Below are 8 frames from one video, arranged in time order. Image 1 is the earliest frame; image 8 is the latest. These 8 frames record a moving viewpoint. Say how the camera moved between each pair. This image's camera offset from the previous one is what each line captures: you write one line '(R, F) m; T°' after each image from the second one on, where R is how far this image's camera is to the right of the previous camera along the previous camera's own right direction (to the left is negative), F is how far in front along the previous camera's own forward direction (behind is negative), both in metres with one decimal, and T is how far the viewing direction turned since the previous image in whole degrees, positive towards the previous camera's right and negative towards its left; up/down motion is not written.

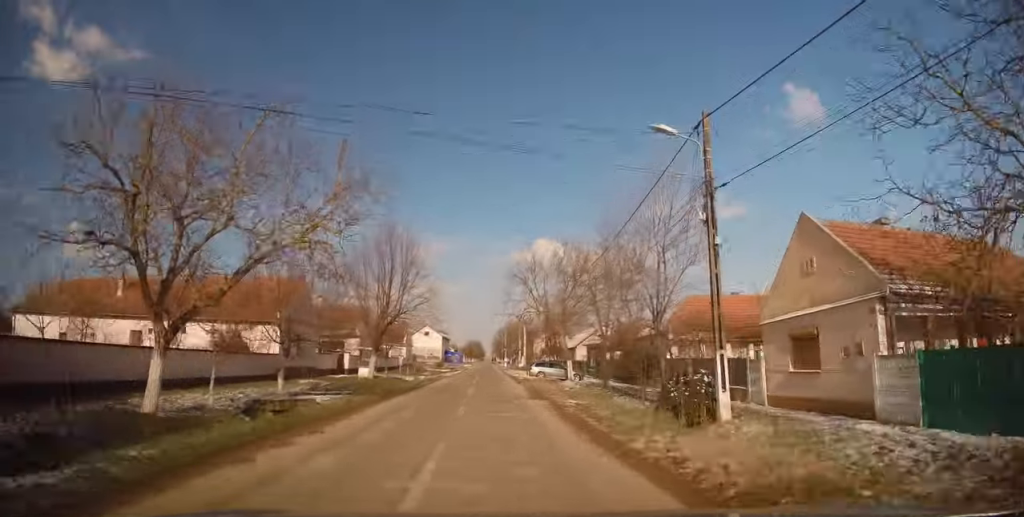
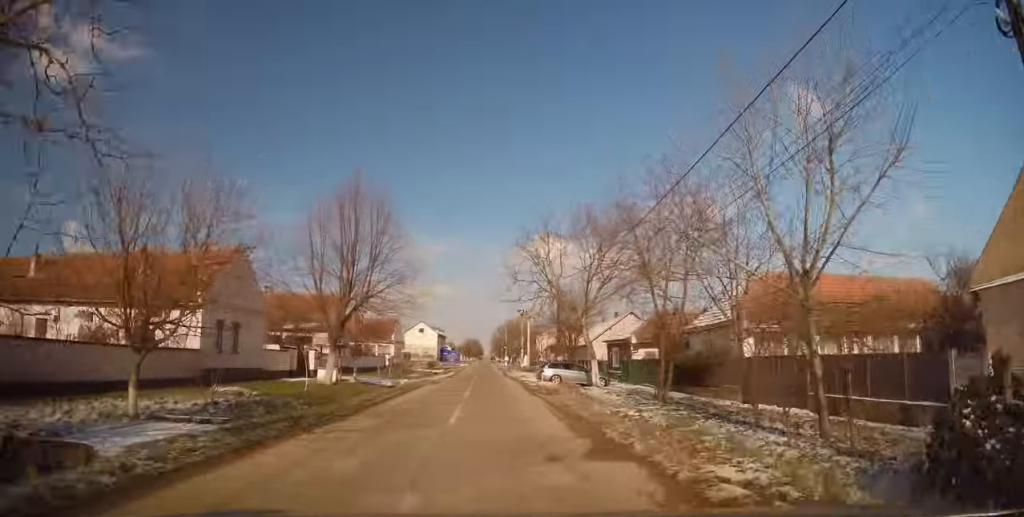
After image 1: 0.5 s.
(0.0, +10.0) m; 0°
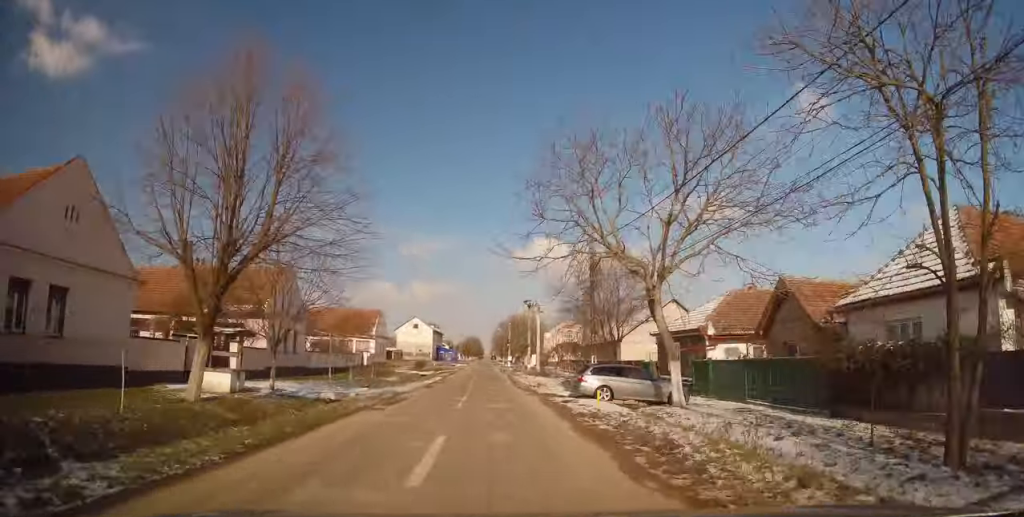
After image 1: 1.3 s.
(0.0, +13.4) m; 0°
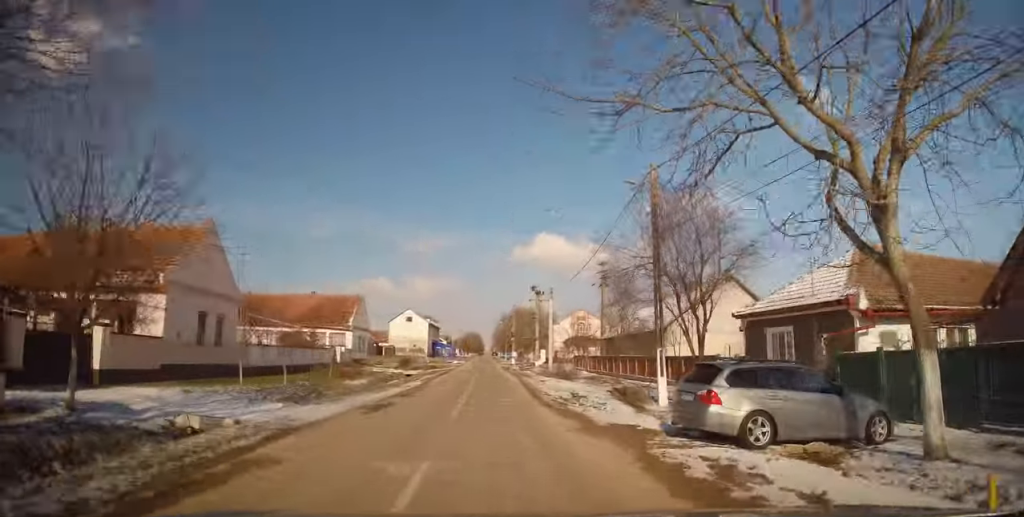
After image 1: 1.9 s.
(0.0, +11.3) m; 0°
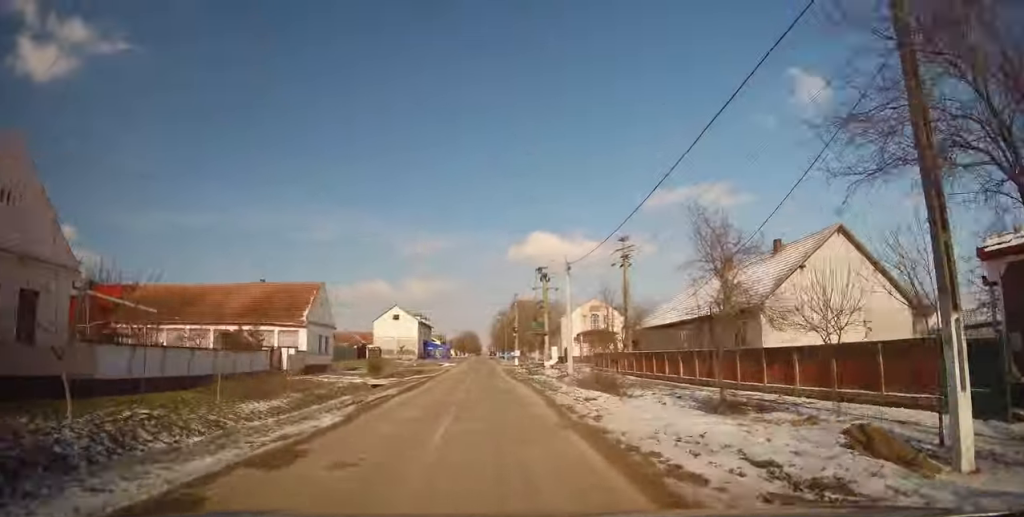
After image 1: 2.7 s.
(0.0, +12.8) m; 0°
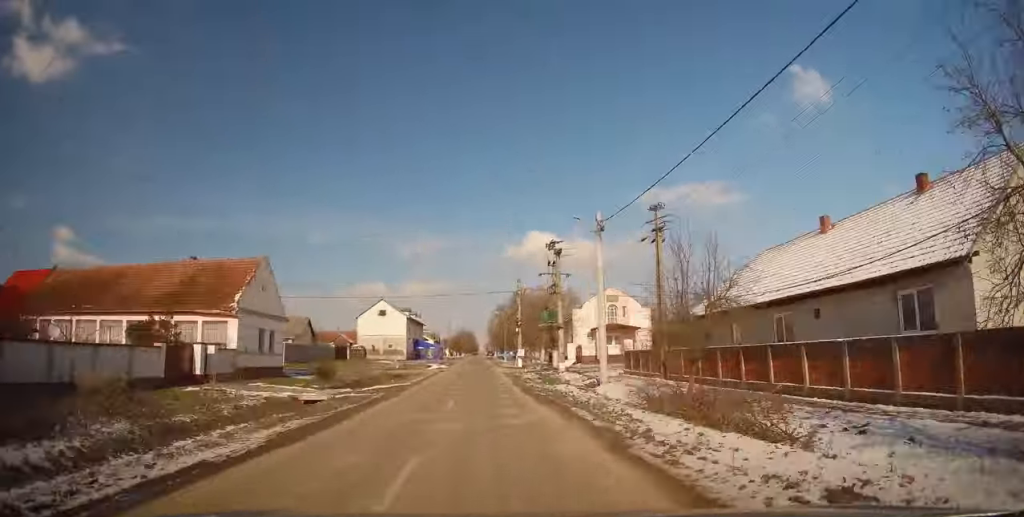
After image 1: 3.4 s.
(0.0, +11.1) m; +1°
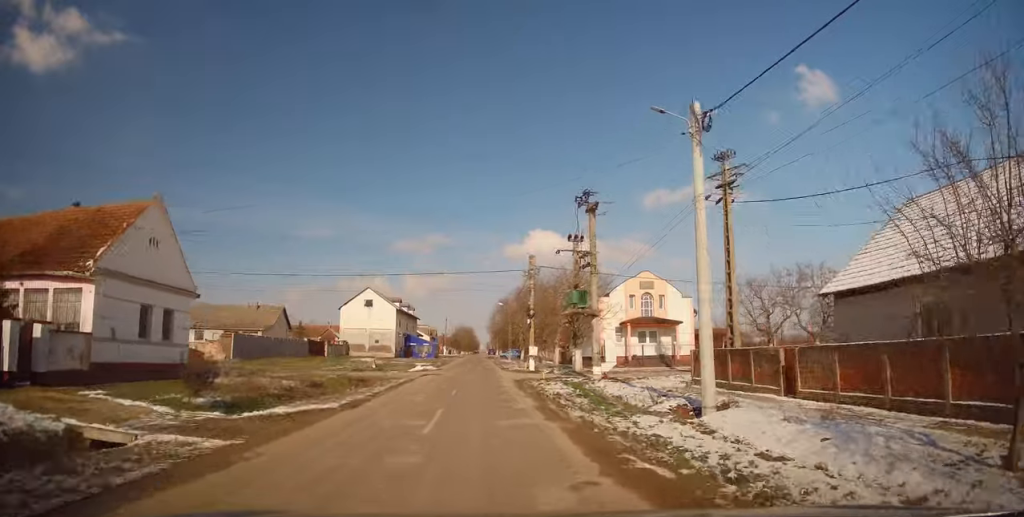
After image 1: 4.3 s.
(+0.1, +11.7) m; 0°
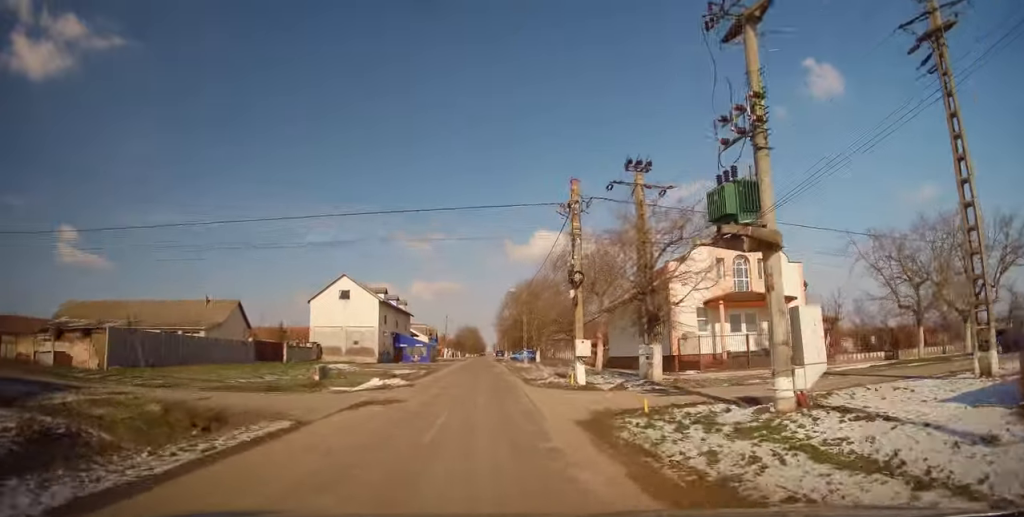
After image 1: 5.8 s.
(-0.3, +16.6) m; -3°
